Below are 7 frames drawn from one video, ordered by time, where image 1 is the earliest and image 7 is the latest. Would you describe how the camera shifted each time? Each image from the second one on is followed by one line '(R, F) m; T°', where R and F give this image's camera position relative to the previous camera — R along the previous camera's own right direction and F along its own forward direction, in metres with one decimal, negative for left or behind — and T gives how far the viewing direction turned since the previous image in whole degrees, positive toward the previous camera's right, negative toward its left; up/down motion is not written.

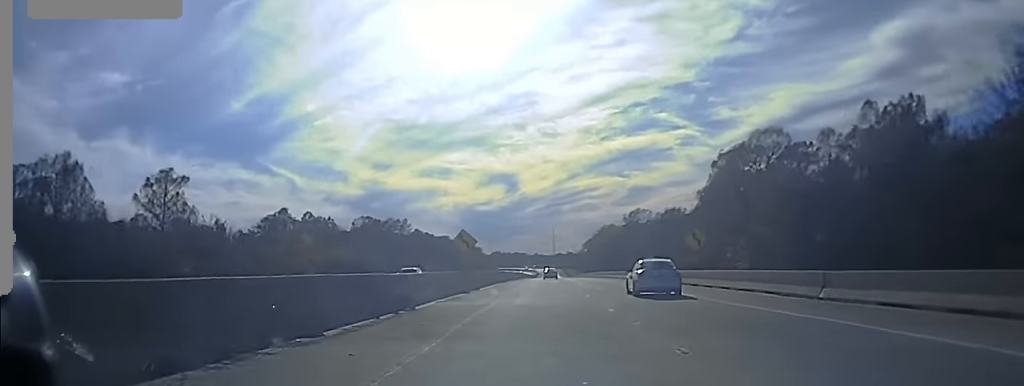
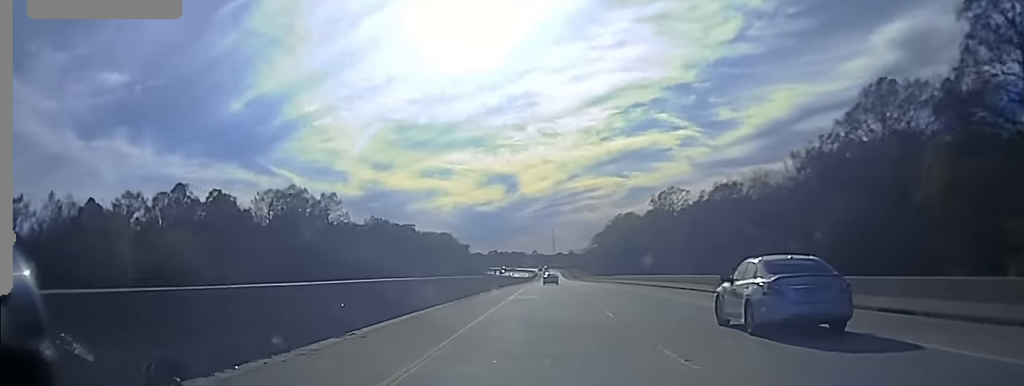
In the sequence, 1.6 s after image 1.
(0.0, +72.1) m; +1°
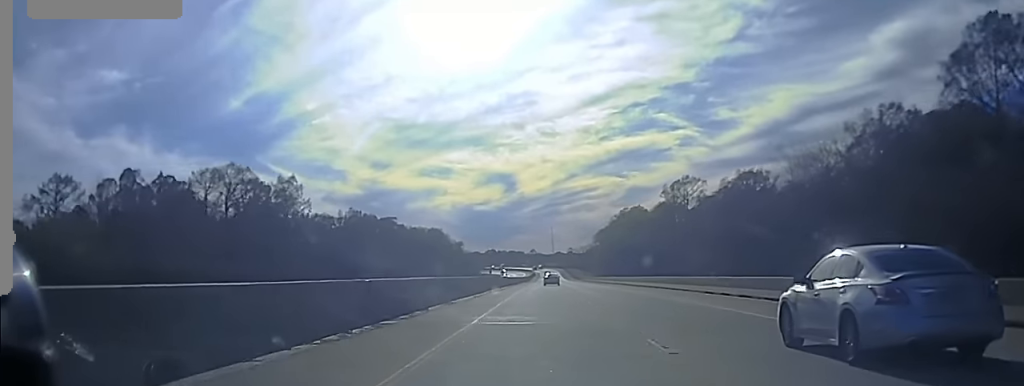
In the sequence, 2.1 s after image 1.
(+0.1, +24.0) m; 0°
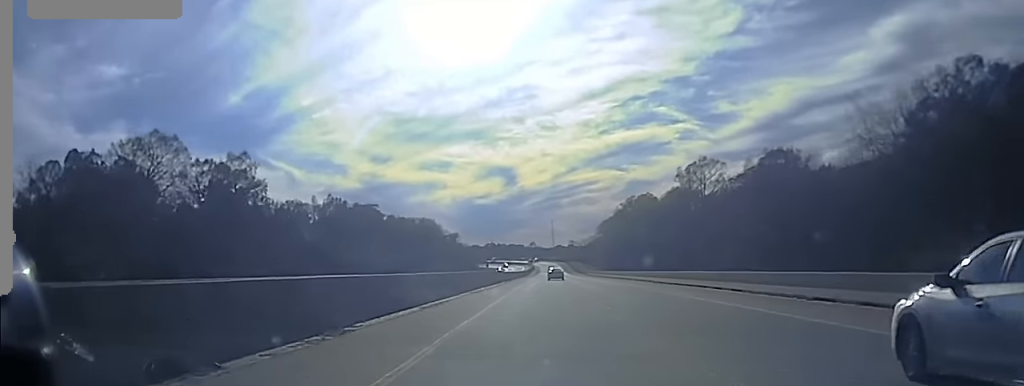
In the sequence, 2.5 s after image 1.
(+0.1, +18.0) m; 0°
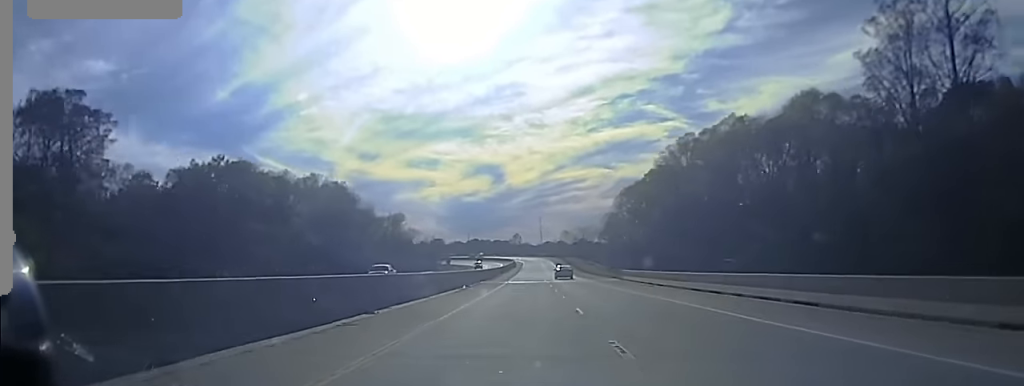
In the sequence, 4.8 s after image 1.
(+0.1, +102.0) m; 0°
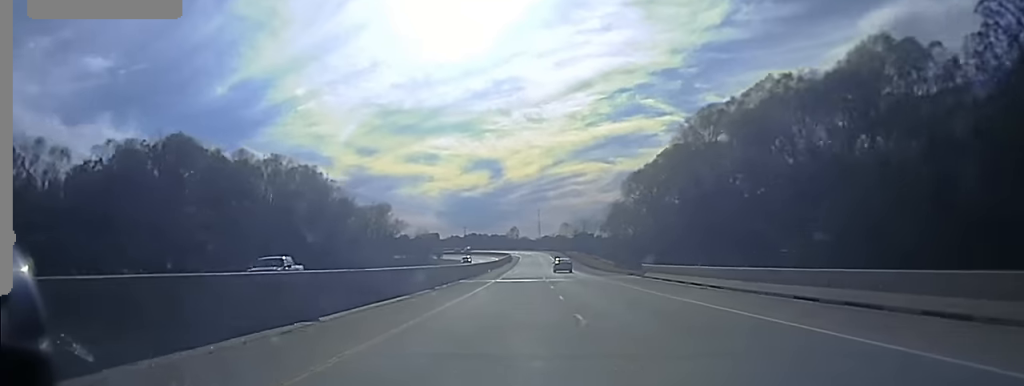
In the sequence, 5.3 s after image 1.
(0.0, +20.1) m; 0°
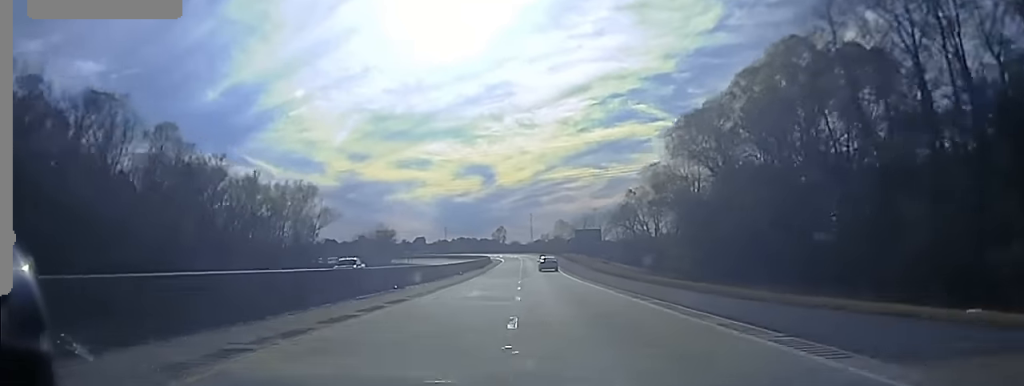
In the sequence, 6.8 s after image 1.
(0.0, +62.0) m; 0°
